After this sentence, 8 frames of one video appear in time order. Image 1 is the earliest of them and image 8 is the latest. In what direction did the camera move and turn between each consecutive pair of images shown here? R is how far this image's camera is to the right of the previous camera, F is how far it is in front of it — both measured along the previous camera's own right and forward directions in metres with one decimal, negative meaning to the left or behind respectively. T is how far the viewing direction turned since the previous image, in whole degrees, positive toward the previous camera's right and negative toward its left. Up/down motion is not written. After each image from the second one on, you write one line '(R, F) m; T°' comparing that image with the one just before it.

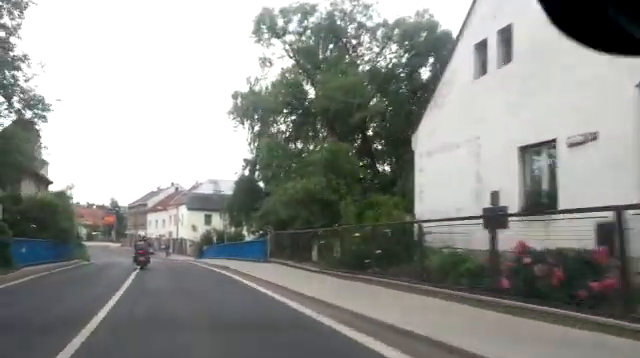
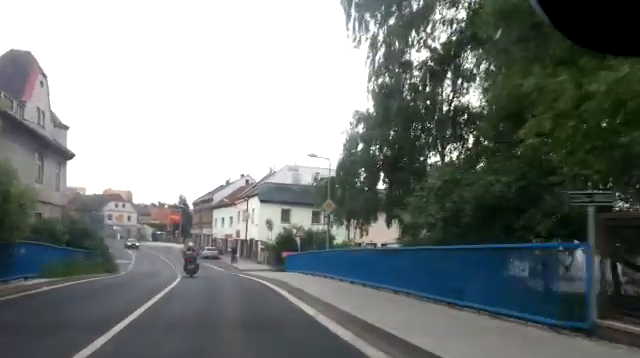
(-1.5, +17.9) m; -4°
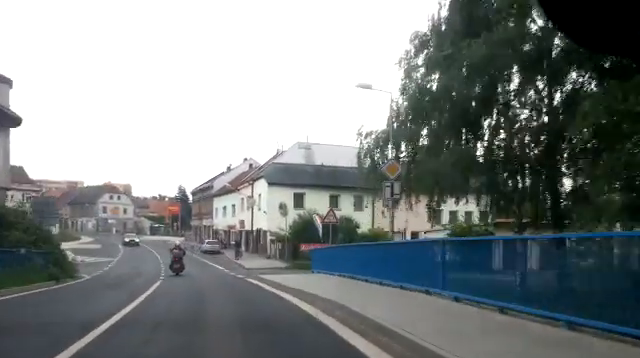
(0.0, +9.0) m; -1°
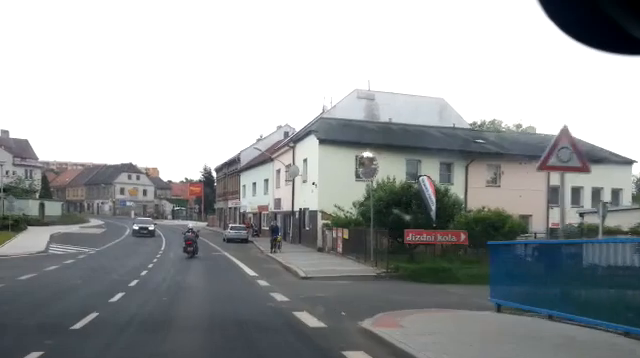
(-0.3, +14.7) m; -5°
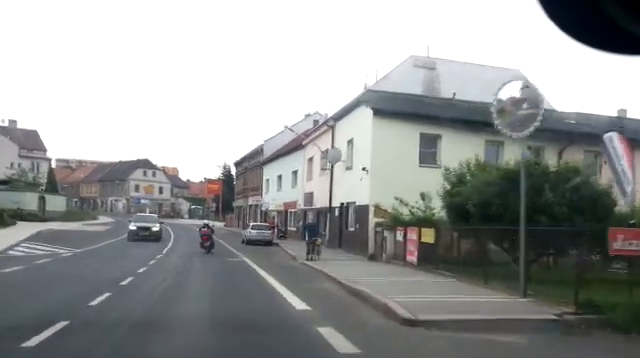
(-0.3, +7.7) m; -3°
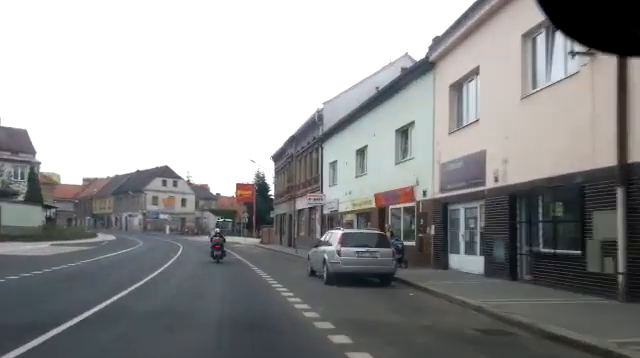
(-1.2, +20.8) m; -5°
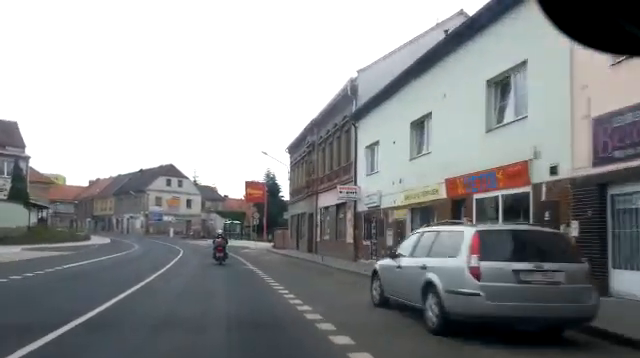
(-0.2, +7.1) m; -1°
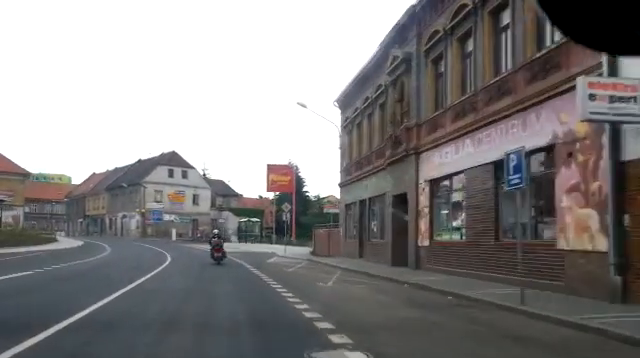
(+0.3, +17.1) m; +1°
